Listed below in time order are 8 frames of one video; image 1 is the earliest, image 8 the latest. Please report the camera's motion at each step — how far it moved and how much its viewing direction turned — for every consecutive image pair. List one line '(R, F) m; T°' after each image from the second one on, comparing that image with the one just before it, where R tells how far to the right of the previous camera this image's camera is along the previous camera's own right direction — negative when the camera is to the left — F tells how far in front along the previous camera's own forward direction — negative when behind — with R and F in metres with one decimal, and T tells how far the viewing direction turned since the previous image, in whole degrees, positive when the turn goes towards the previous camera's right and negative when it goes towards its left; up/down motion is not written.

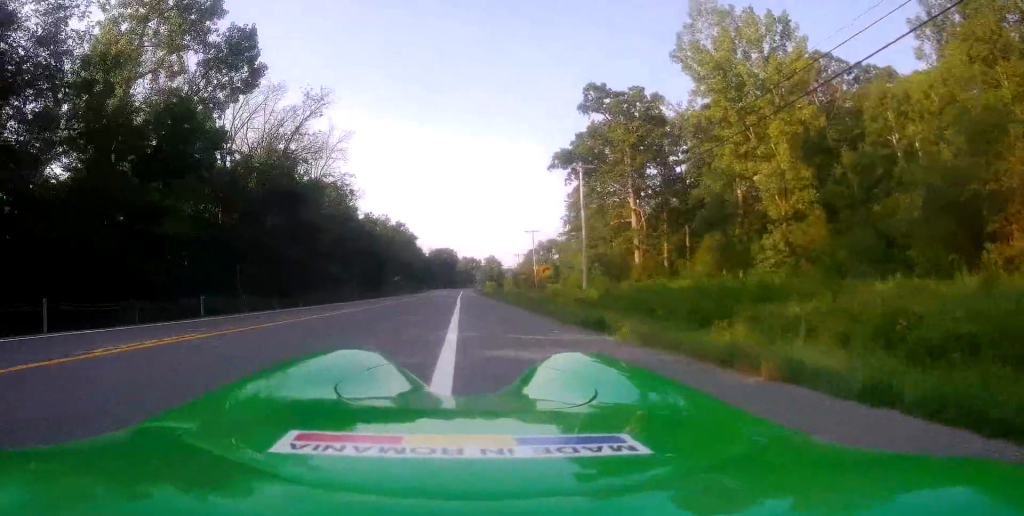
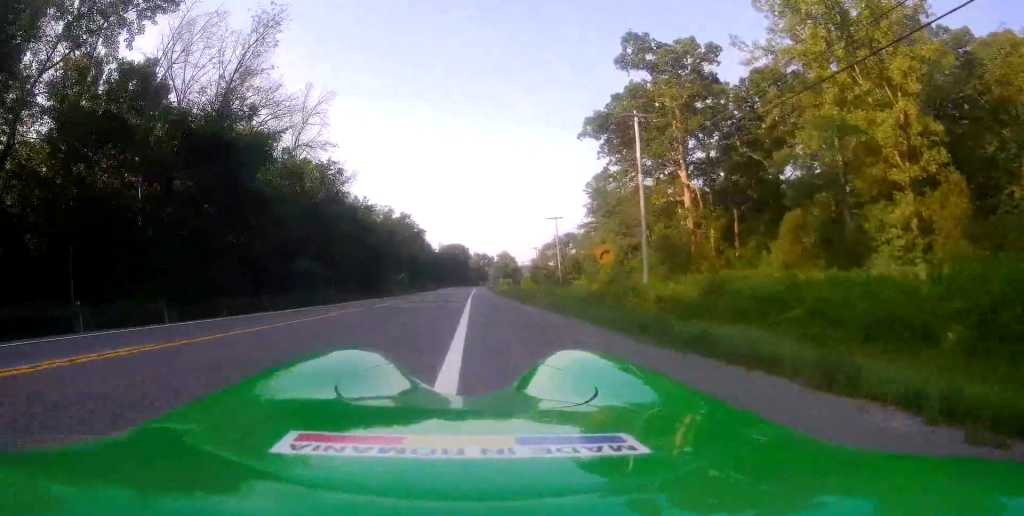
(-0.3, +13.5) m; 0°
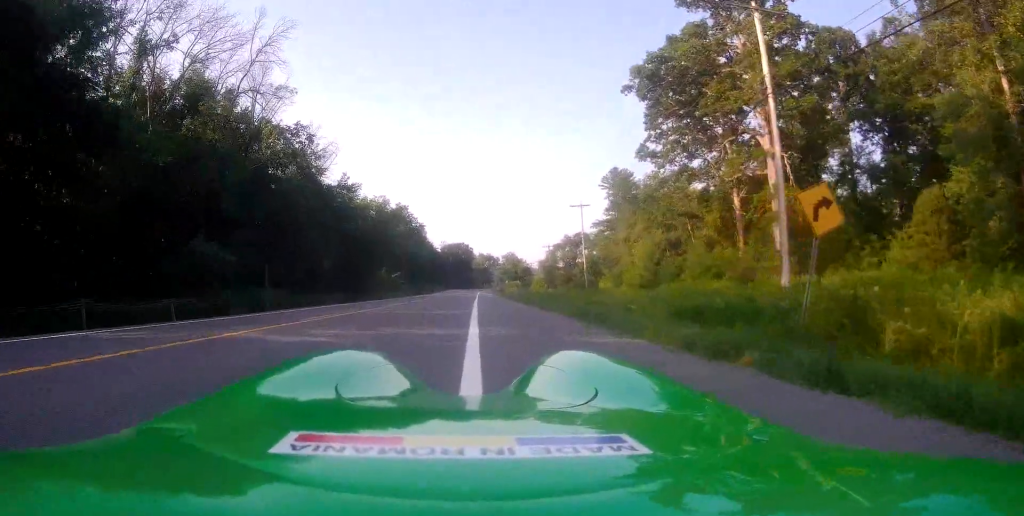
(-0.1, +15.0) m; 0°
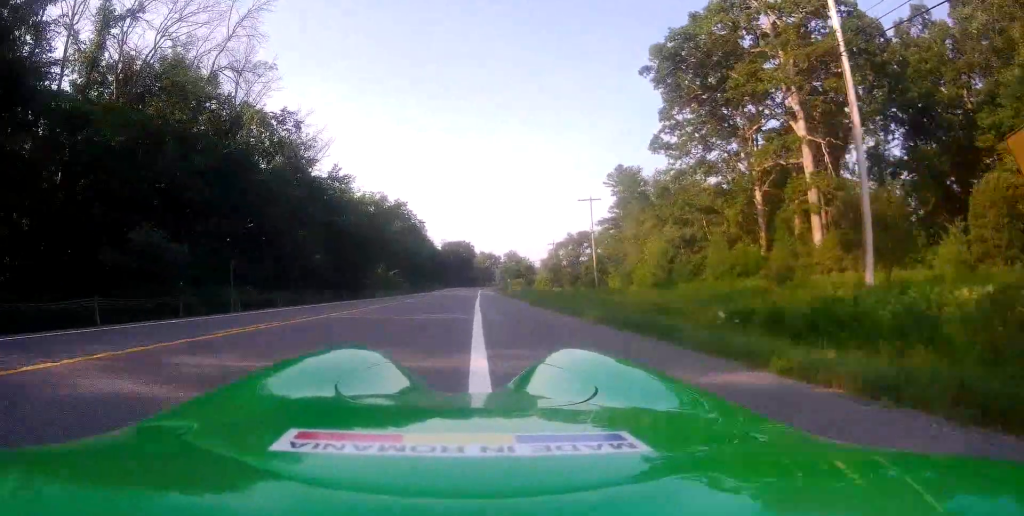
(+0.2, +4.5) m; 0°
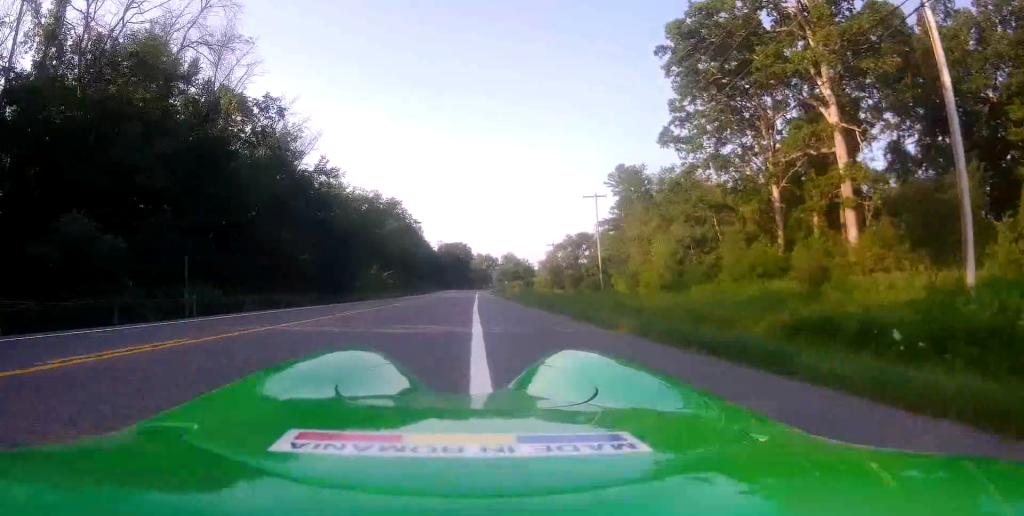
(+0.2, +3.8) m; 0°
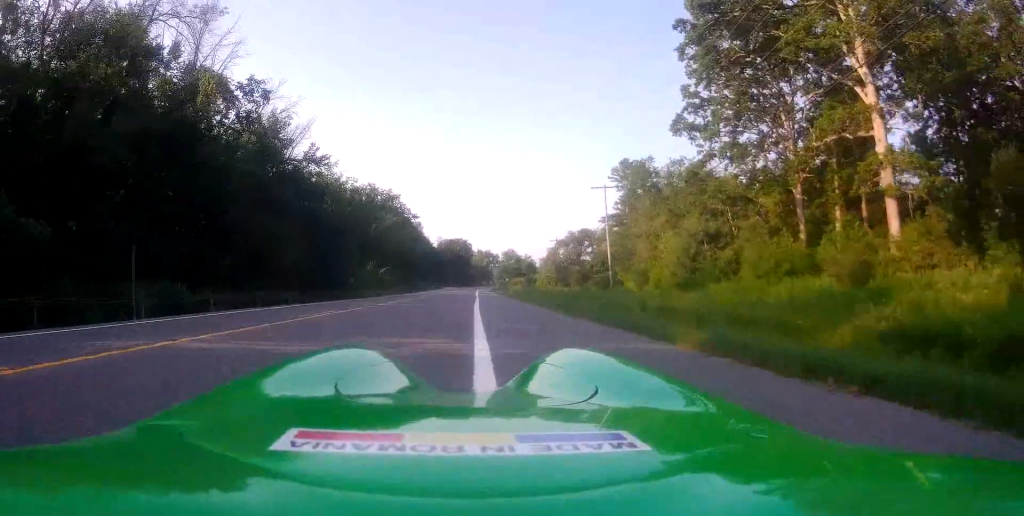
(-0.1, +3.8) m; -1°
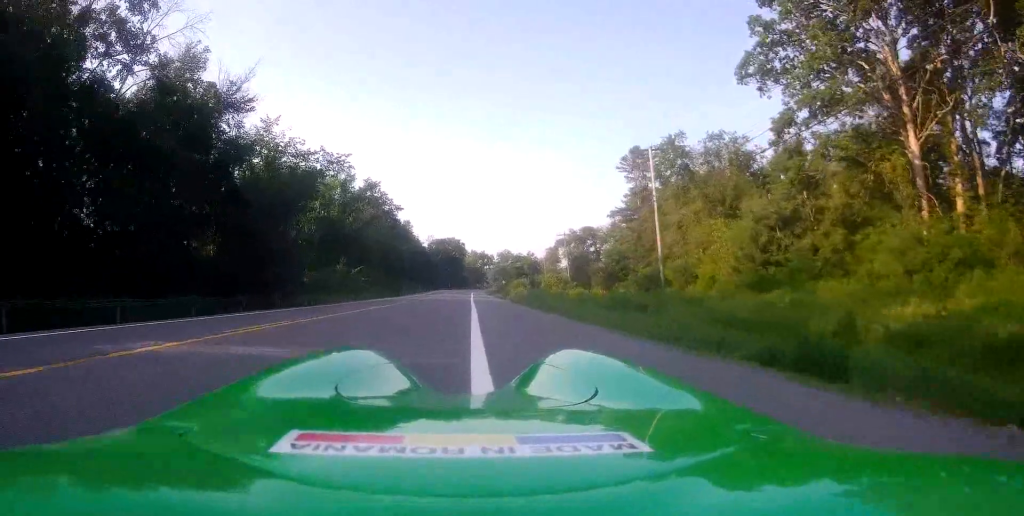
(-0.4, +15.9) m; +1°
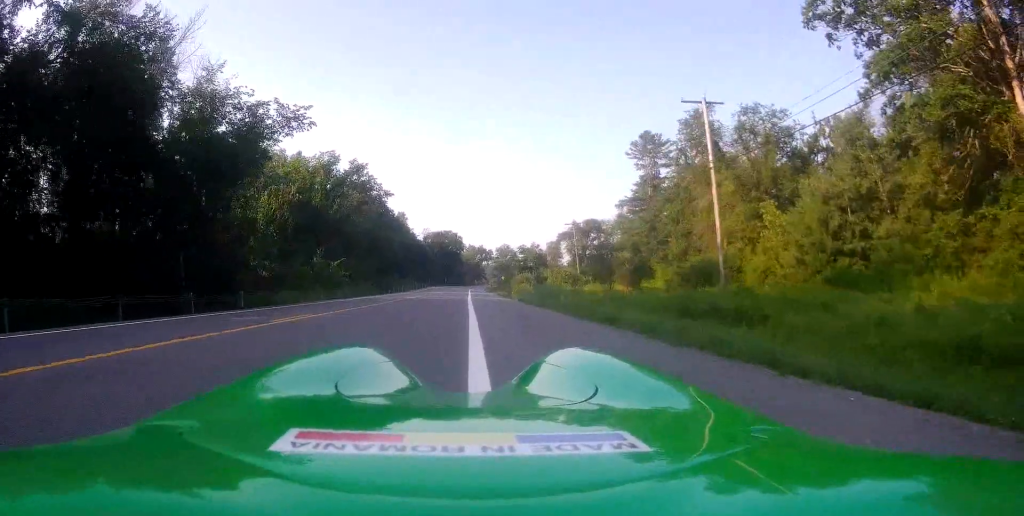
(+0.3, +9.7) m; 0°
